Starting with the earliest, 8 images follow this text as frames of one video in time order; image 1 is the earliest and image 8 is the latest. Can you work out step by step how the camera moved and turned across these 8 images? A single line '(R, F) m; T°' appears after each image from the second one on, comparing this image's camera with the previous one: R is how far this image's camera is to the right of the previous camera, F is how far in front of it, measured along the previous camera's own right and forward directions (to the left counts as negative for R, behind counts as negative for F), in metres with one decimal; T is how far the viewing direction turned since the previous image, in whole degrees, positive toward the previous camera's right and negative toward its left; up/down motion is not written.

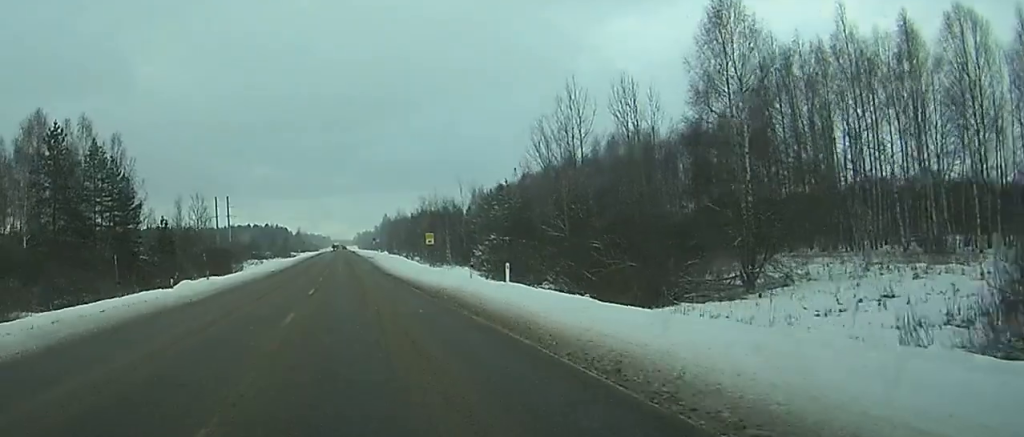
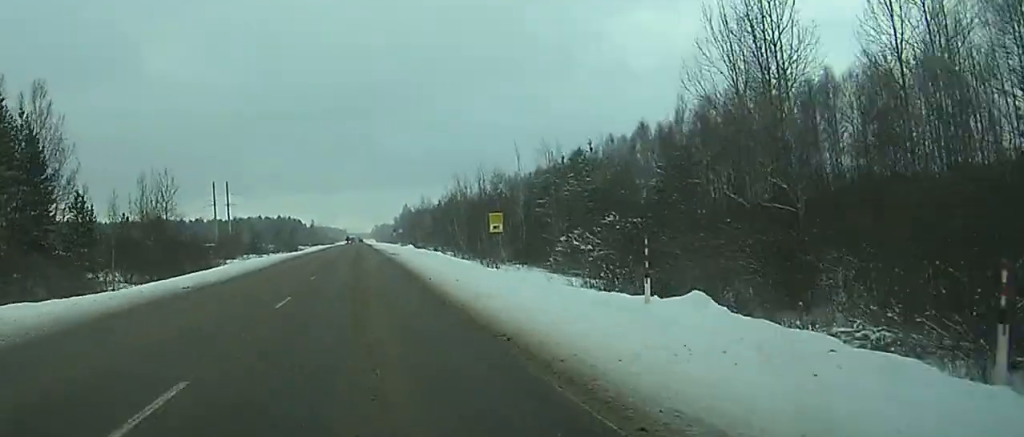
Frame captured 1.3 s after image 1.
(-0.3, +34.5) m; -1°
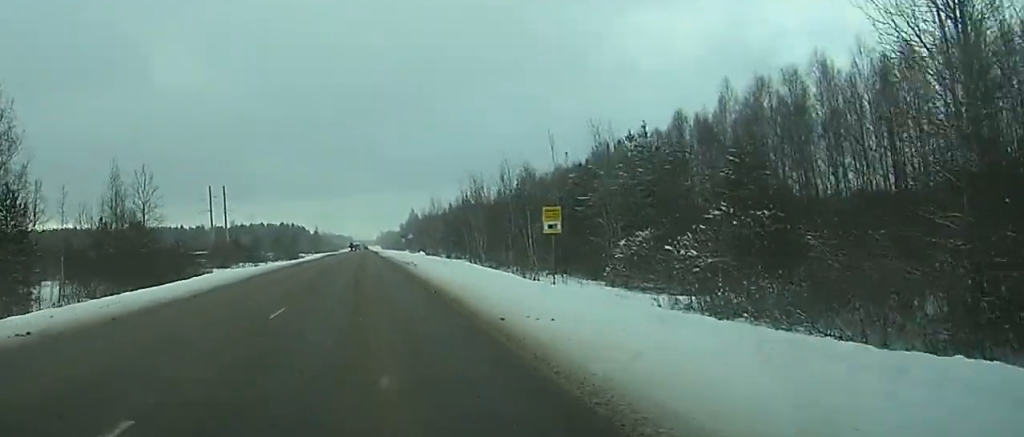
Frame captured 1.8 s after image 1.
(0.0, +14.0) m; 0°
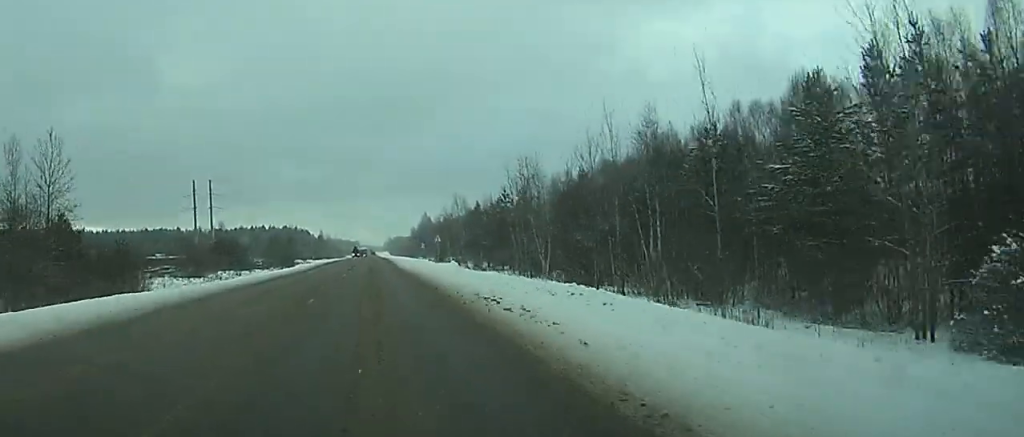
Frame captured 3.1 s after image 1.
(-0.1, +32.2) m; 0°
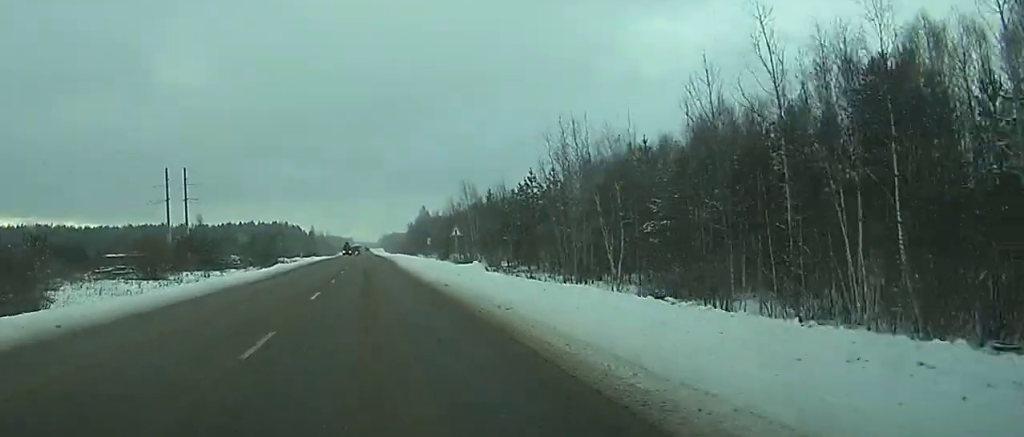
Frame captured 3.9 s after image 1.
(-0.1, +21.6) m; 0°
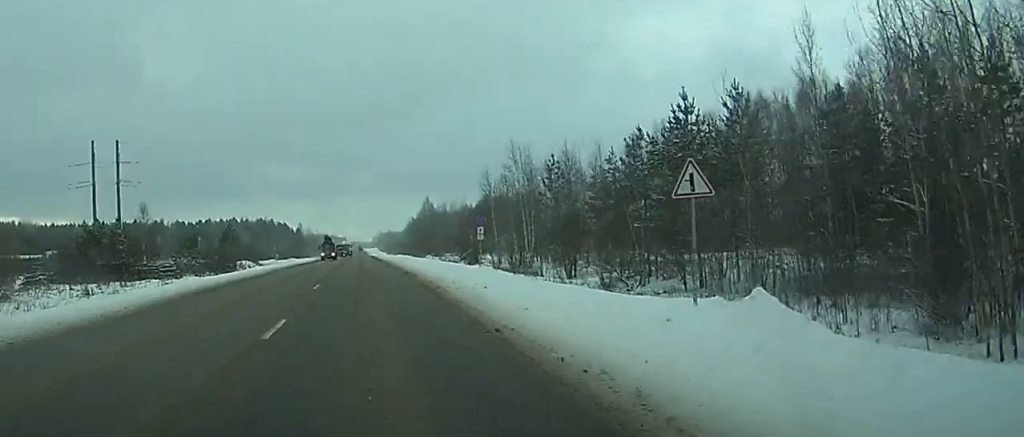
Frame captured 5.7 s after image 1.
(+0.4, +45.7) m; +1°
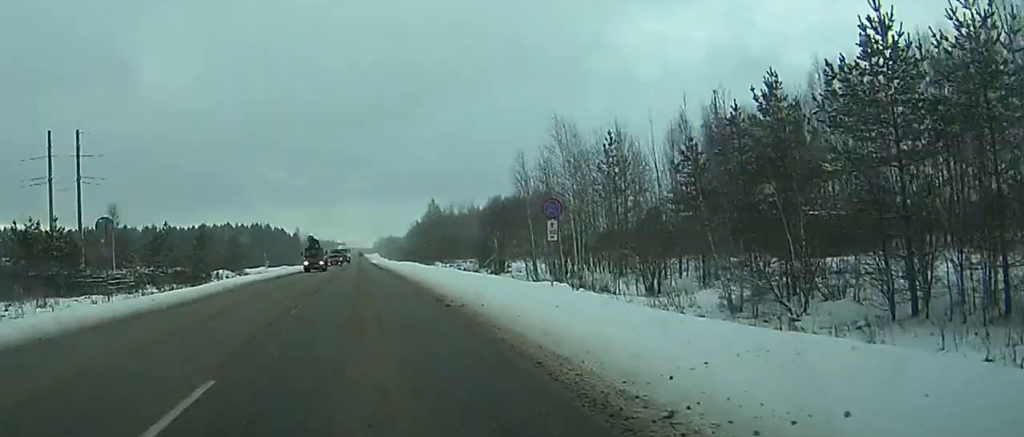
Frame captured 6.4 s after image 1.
(-0.1, +18.9) m; 0°
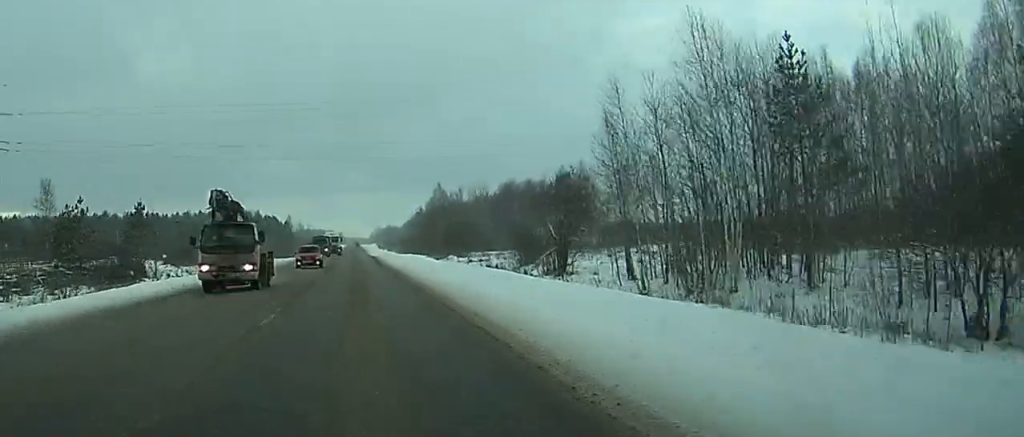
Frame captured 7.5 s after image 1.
(0.0, +27.5) m; 0°
